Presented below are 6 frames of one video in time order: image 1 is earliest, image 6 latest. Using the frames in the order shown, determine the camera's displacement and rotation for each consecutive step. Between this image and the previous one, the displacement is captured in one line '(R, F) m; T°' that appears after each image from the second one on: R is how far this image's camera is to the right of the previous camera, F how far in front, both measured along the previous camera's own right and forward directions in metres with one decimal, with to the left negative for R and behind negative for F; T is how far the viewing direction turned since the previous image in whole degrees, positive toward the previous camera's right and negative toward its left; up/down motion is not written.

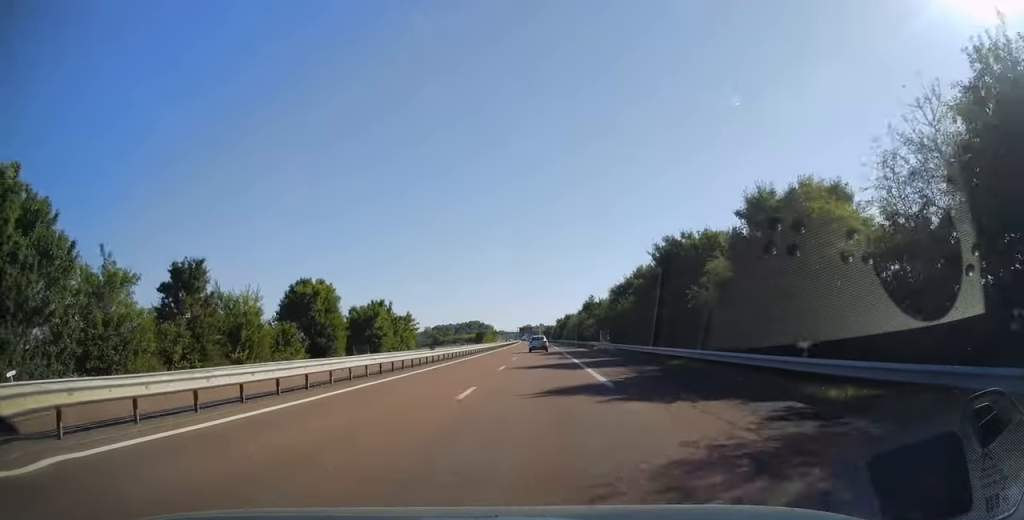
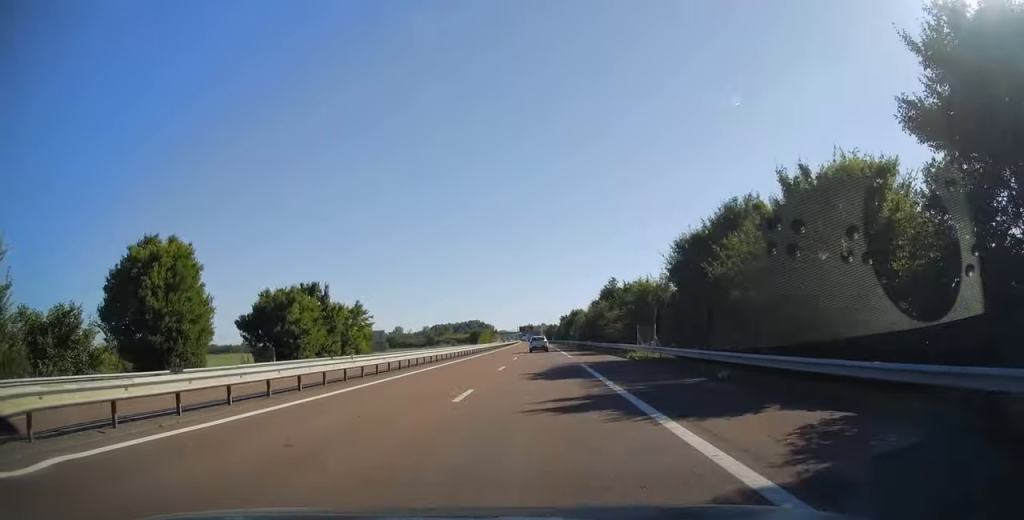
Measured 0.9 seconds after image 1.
(+0.1, +26.8) m; 0°
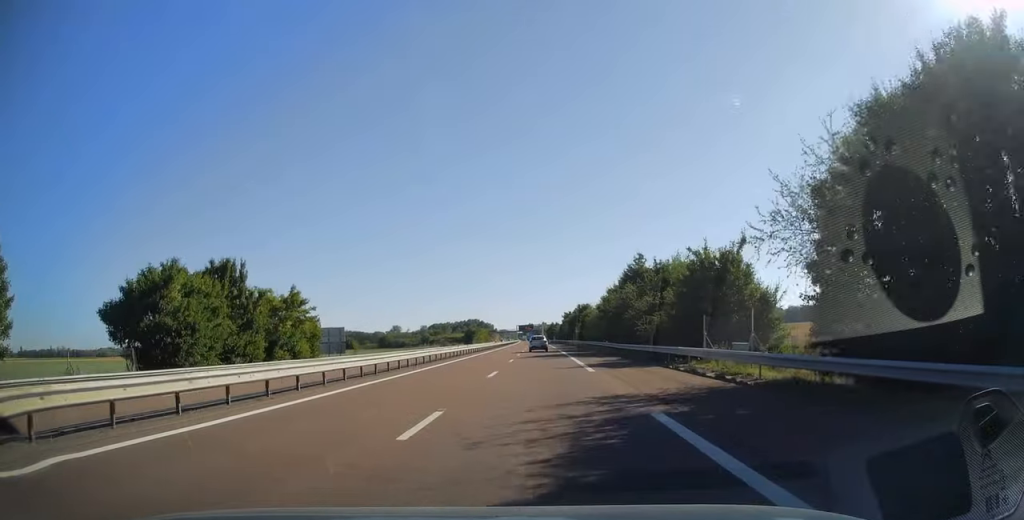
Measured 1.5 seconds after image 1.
(-0.1, +18.1) m; 0°
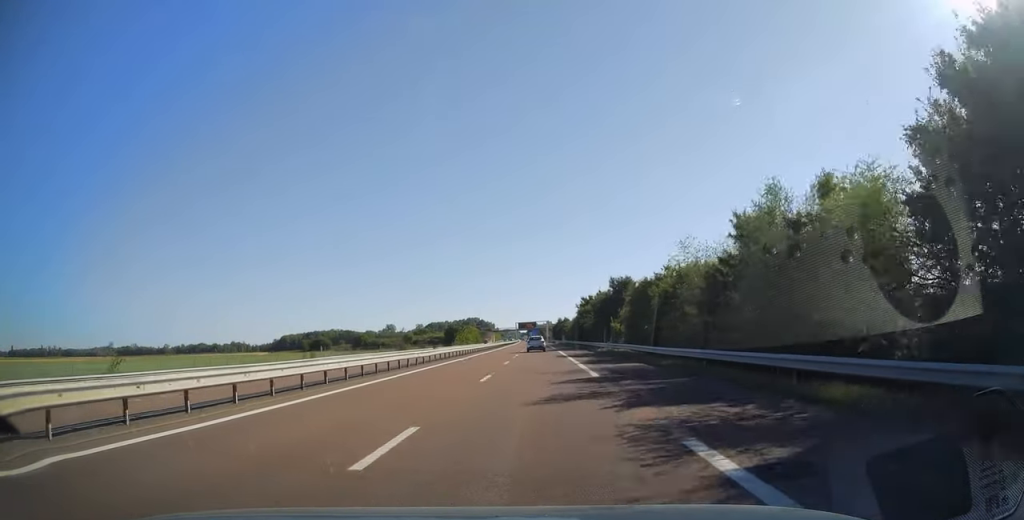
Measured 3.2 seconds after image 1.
(-0.2, +53.7) m; 0°
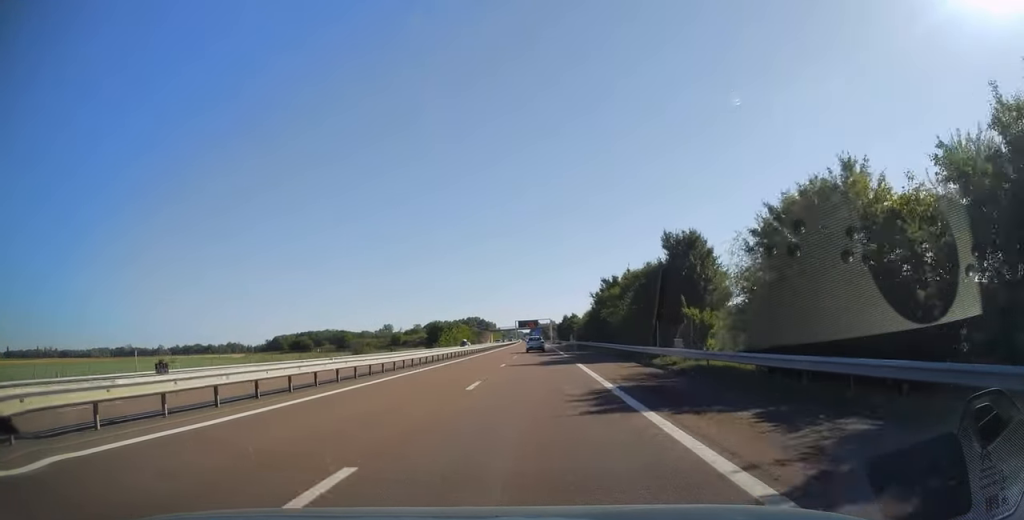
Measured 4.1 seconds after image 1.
(-0.1, +28.9) m; 0°
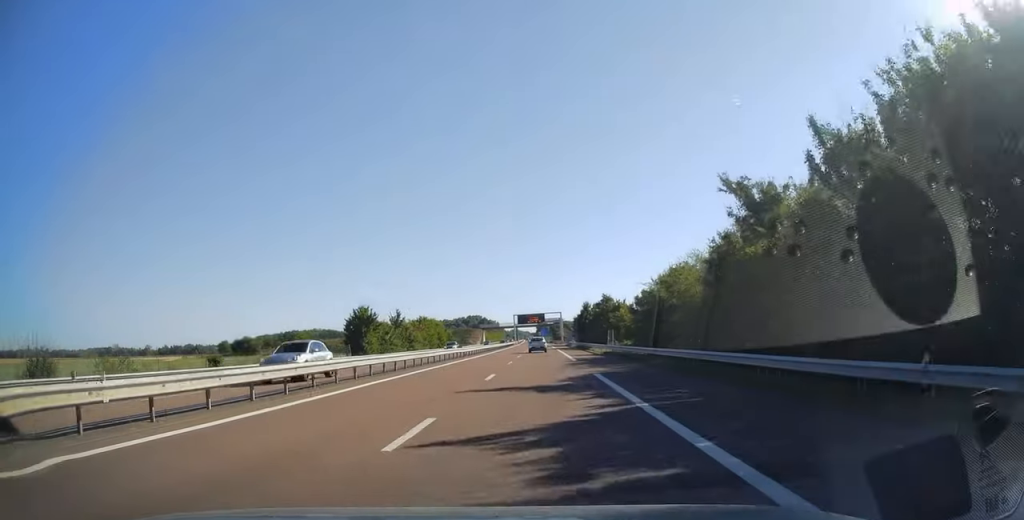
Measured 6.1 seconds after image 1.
(-0.5, +61.0) m; -1°
